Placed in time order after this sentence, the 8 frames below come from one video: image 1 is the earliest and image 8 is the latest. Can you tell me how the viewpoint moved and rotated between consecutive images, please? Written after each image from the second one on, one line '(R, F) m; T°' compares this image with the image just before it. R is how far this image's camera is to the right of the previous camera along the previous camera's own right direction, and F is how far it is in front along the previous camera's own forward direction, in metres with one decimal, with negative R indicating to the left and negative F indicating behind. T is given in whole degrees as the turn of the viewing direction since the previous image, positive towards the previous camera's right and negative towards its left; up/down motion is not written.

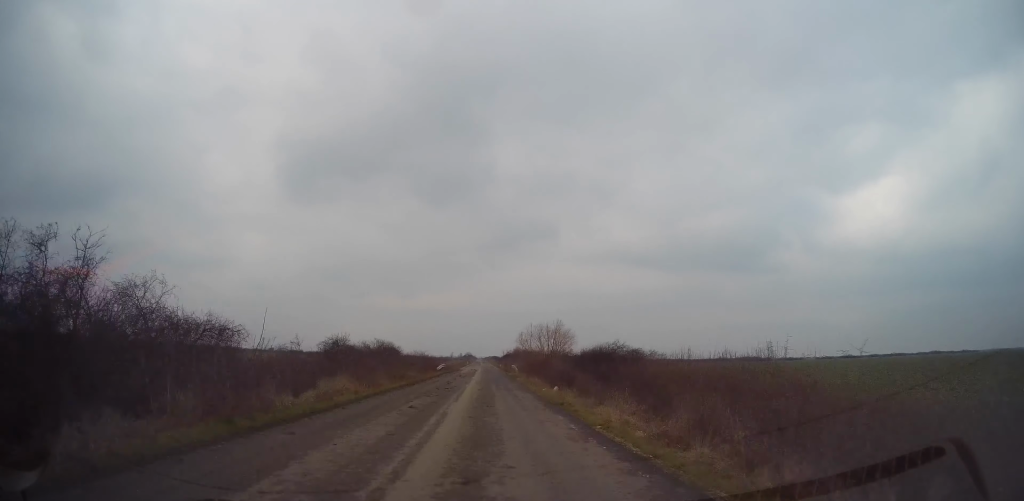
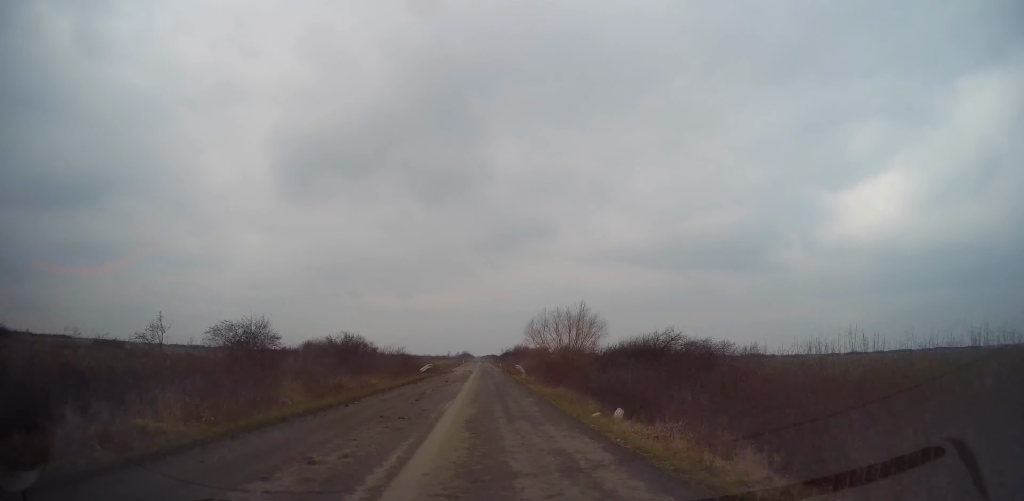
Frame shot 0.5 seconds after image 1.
(+0.1, +11.8) m; 0°
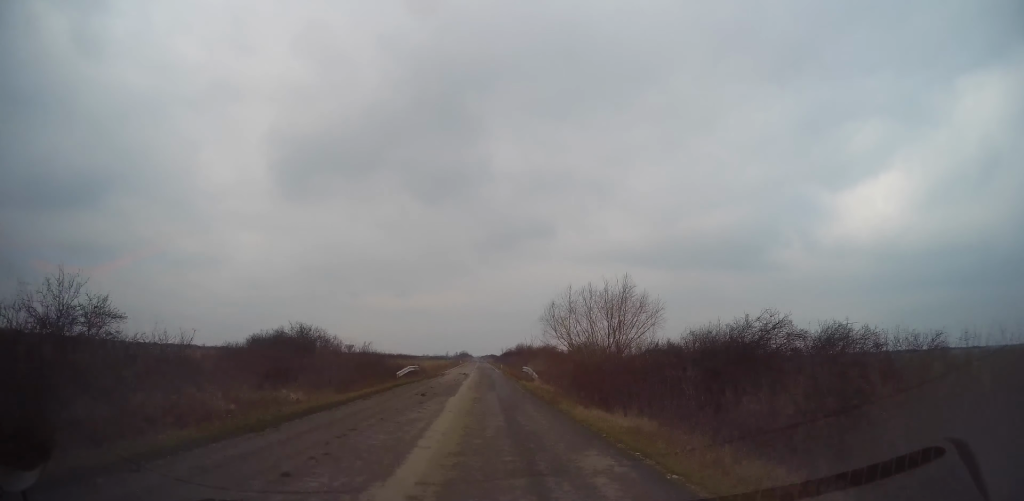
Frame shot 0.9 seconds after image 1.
(0.0, +10.1) m; 0°
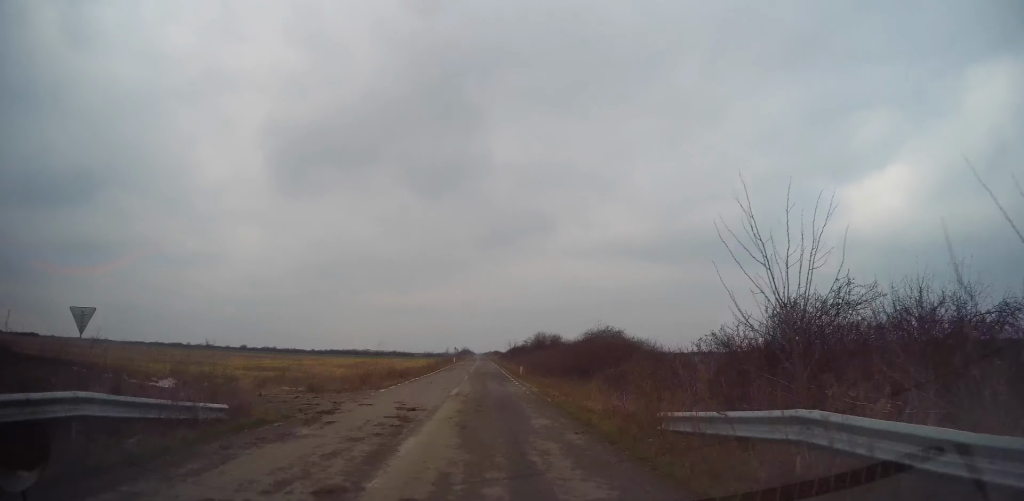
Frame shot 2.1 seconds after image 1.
(+0.2, +32.0) m; +1°
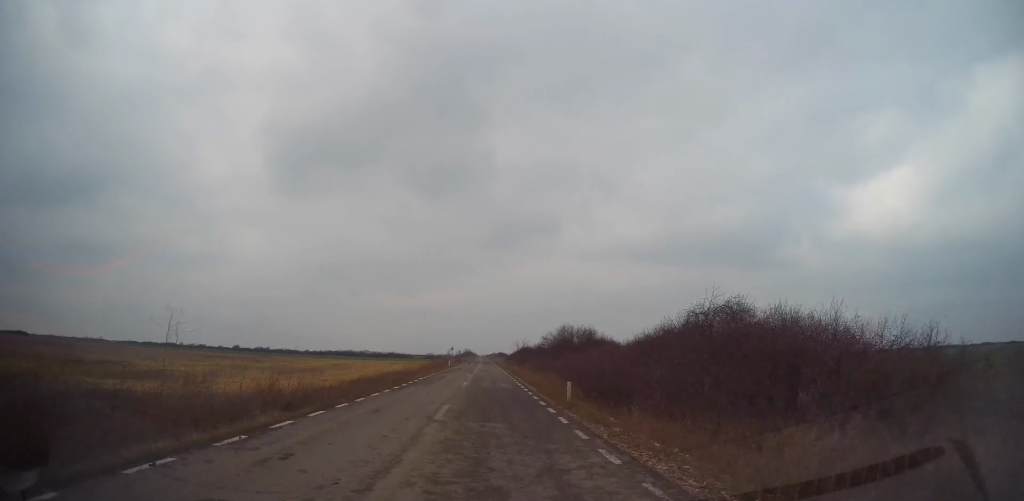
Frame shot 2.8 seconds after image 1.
(+0.2, +17.8) m; -1°
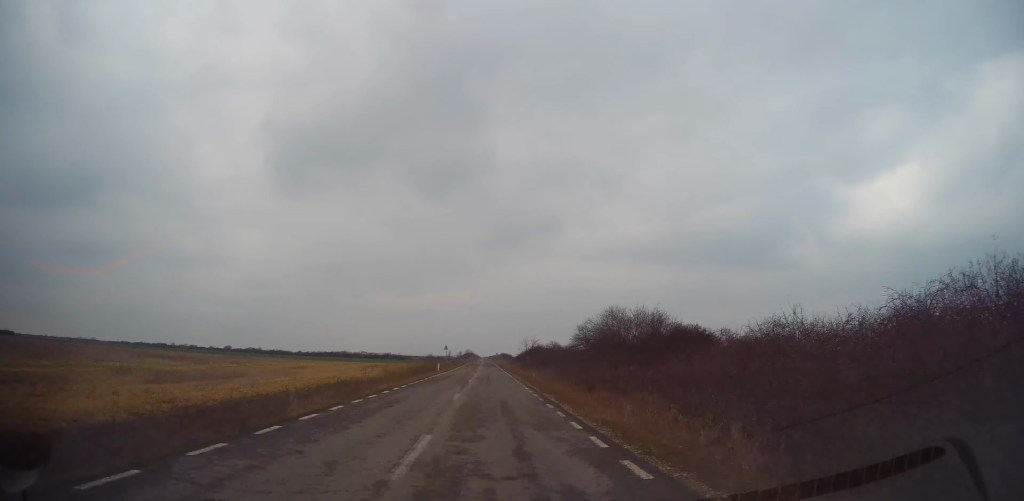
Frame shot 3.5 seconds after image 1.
(-0.3, +17.1) m; 0°
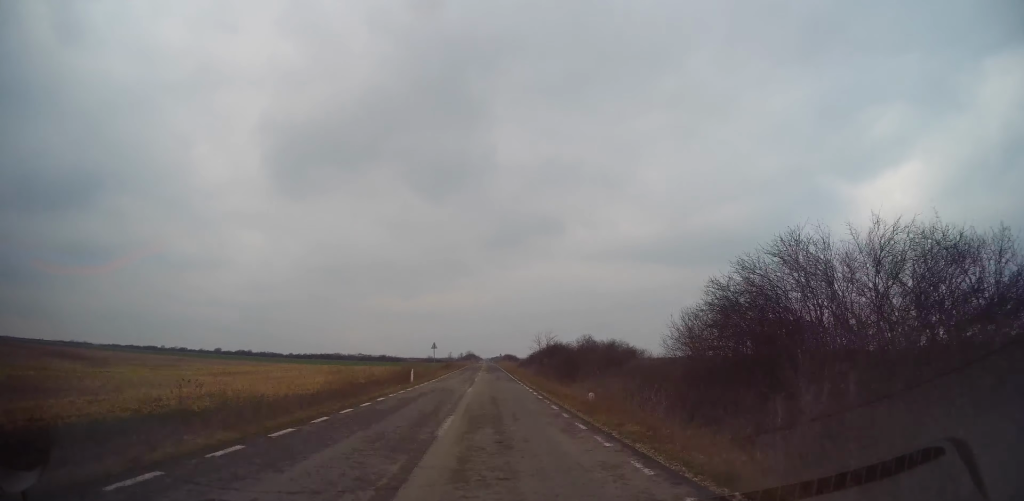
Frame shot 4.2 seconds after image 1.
(-0.2, +18.1) m; 0°
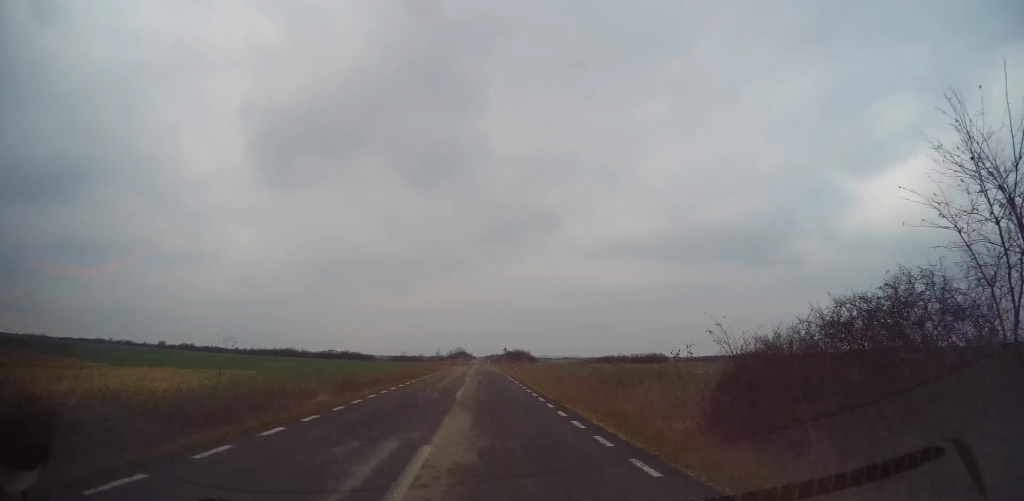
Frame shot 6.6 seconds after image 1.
(+0.2, +63.8) m; 0°
